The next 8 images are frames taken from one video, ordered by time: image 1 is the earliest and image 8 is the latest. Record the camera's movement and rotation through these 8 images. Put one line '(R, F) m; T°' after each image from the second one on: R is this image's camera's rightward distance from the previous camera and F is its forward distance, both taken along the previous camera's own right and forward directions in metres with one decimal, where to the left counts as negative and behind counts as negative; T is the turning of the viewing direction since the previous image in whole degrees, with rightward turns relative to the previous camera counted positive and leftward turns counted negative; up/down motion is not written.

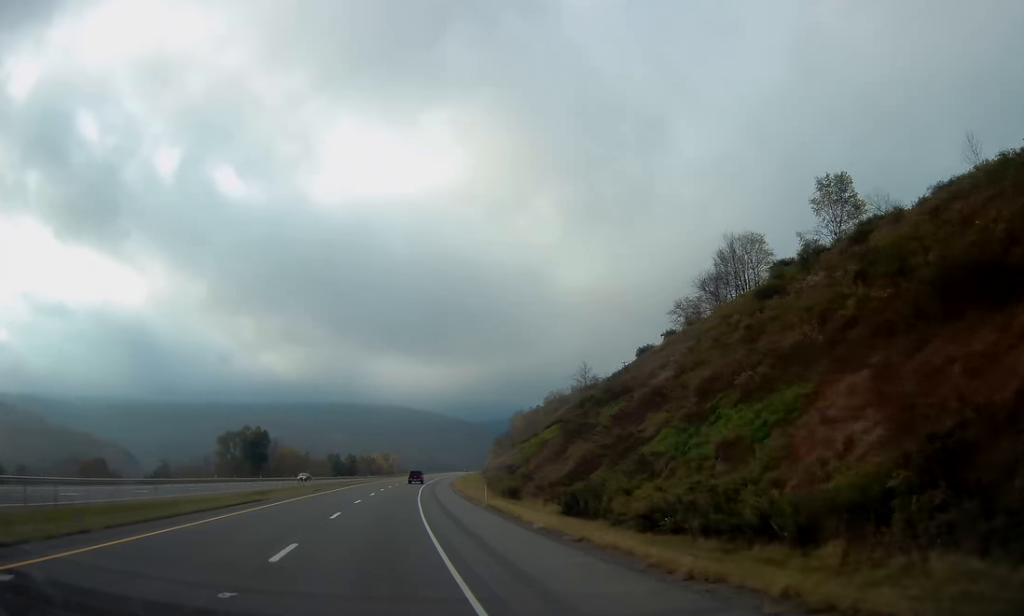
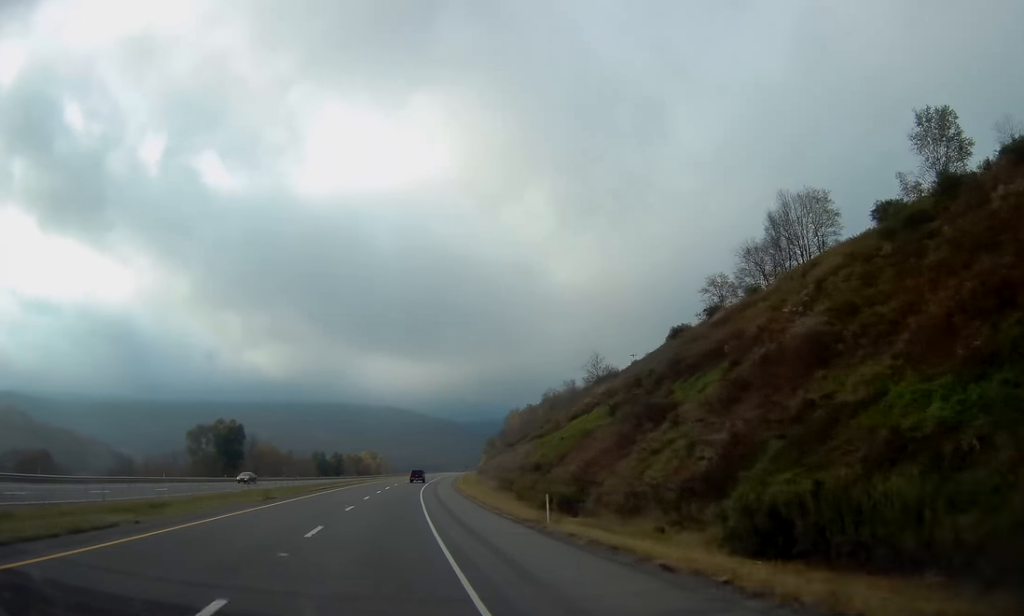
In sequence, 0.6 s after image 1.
(+0.2, +19.4) m; +1°
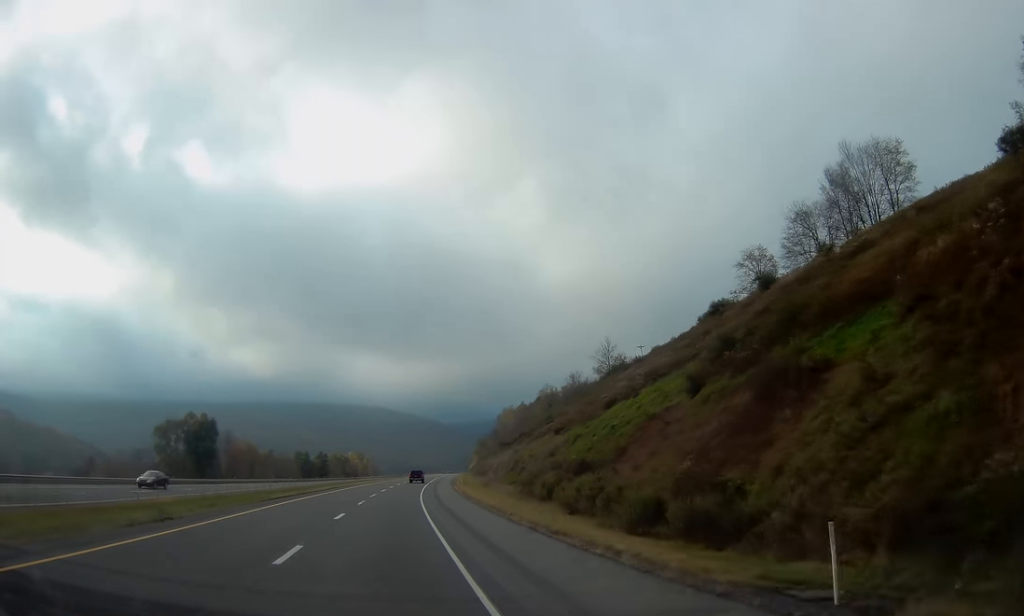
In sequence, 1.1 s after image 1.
(+0.1, +17.2) m; +1°
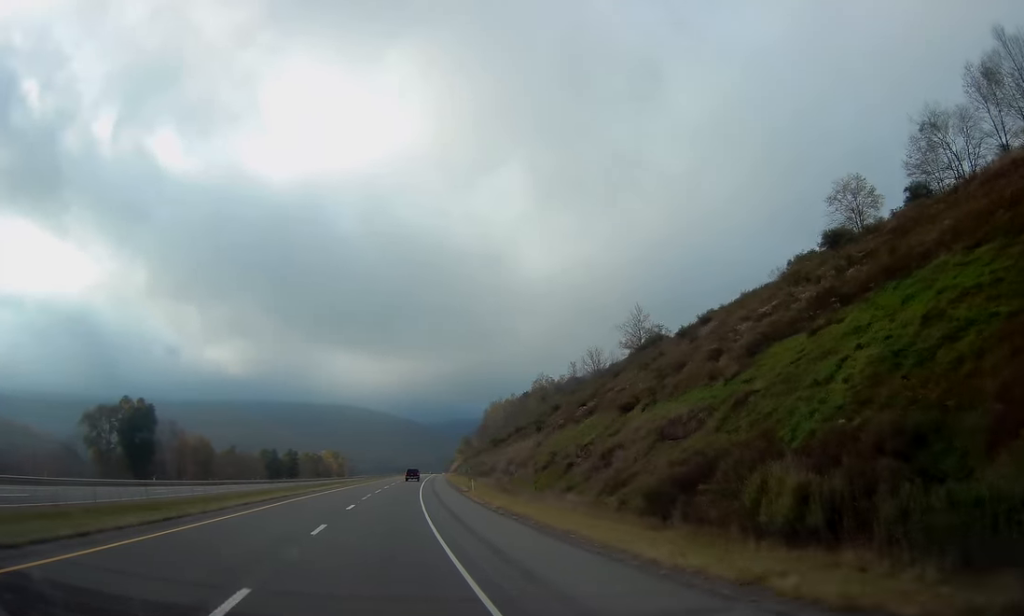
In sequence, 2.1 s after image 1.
(+0.5, +30.0) m; +2°
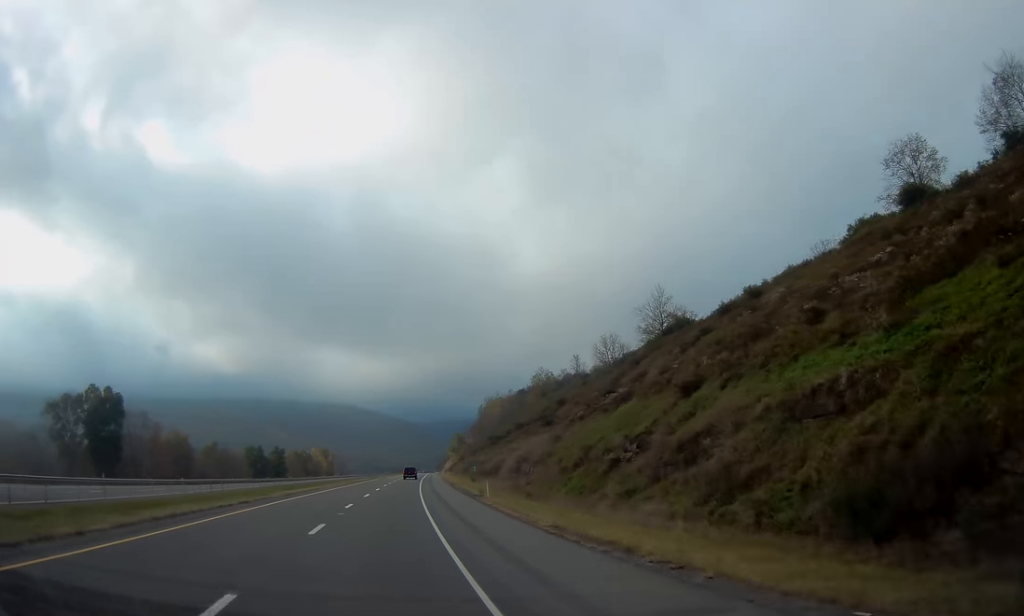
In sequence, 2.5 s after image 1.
(+0.2, +12.8) m; +1°
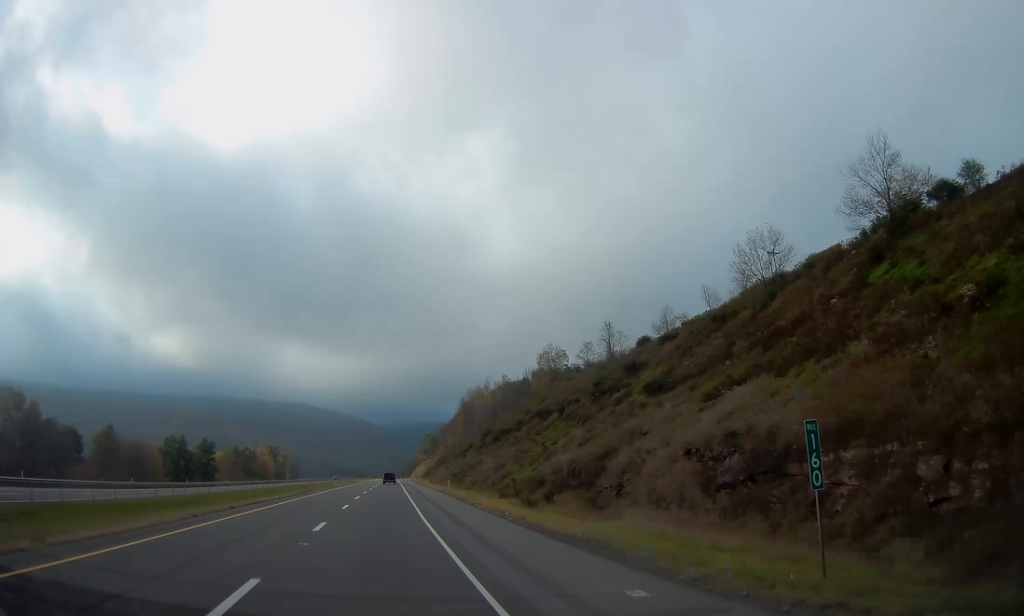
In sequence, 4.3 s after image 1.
(+1.5, +58.5) m; +3°
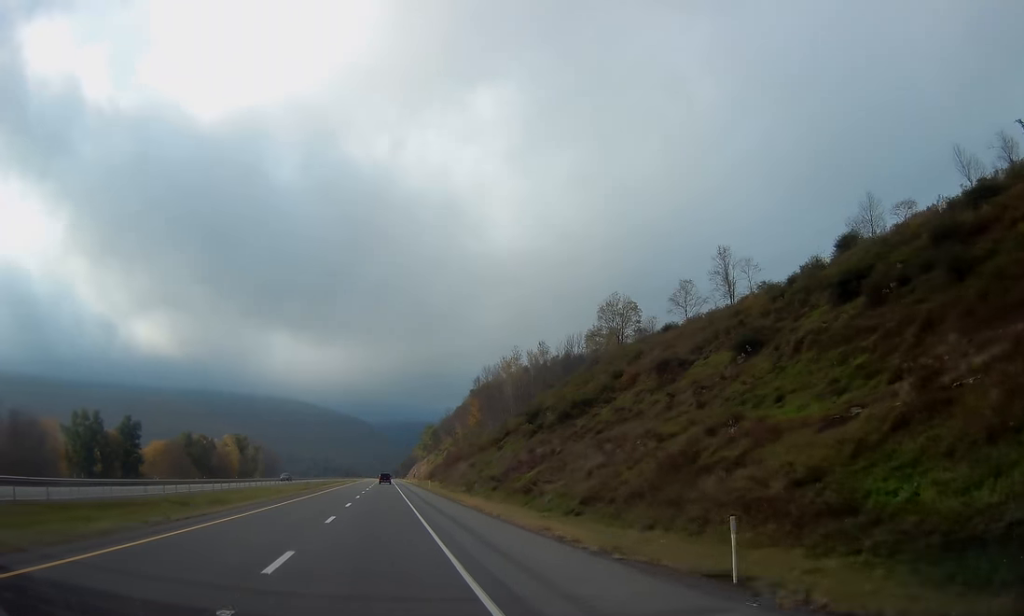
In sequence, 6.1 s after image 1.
(+0.8, +56.6) m; +1°
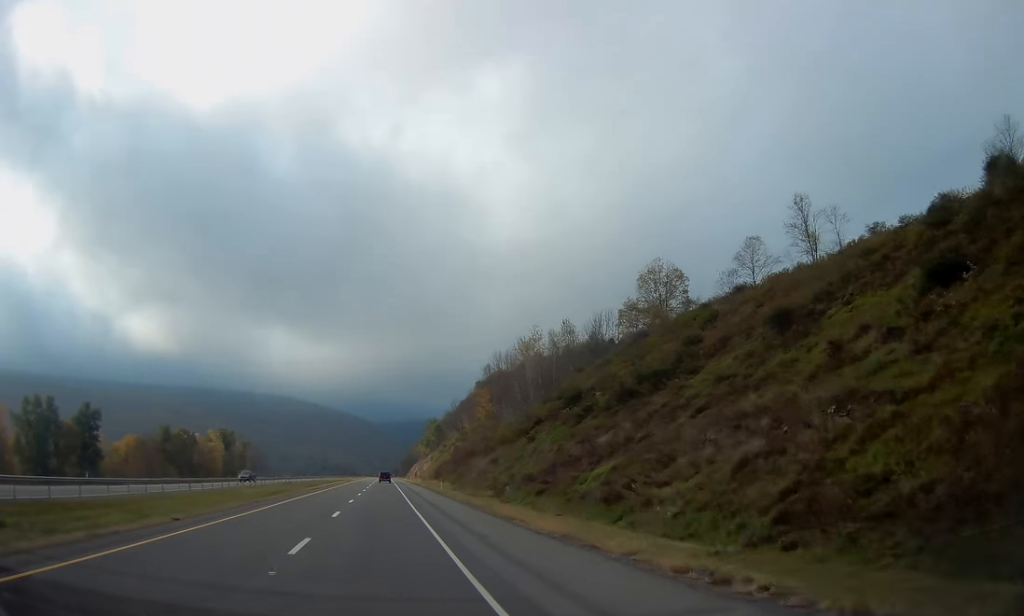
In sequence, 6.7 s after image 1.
(-0.2, +21.4) m; 0°
